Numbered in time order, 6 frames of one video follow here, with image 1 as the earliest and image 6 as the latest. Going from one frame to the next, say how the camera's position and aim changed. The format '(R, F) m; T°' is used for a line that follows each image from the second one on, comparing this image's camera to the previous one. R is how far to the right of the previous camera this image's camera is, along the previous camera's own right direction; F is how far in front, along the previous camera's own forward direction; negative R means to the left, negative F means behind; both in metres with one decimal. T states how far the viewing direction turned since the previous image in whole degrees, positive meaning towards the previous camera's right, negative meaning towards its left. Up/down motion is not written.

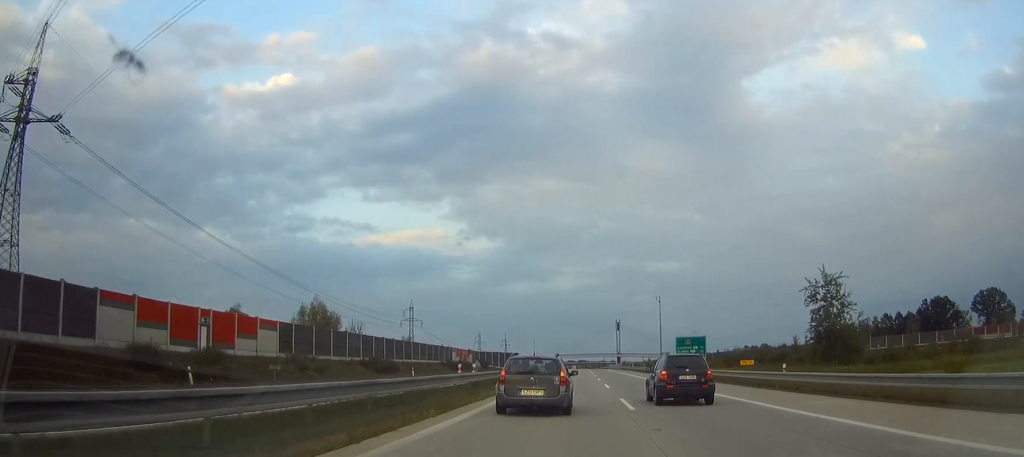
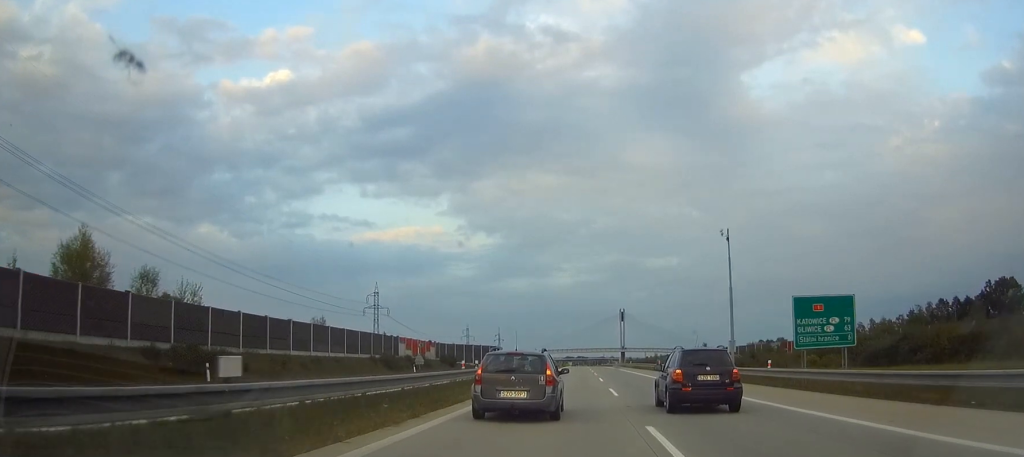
(0.0, +47.7) m; 0°
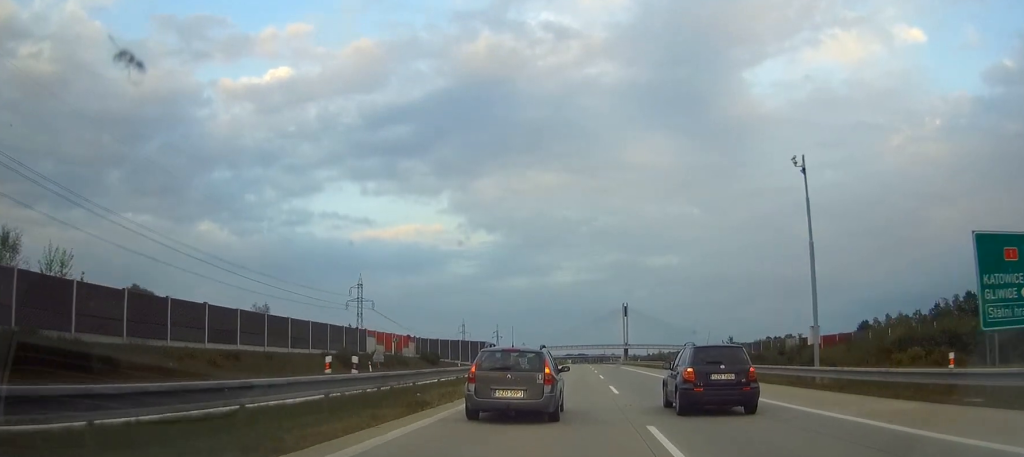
(0.0, +18.4) m; 0°
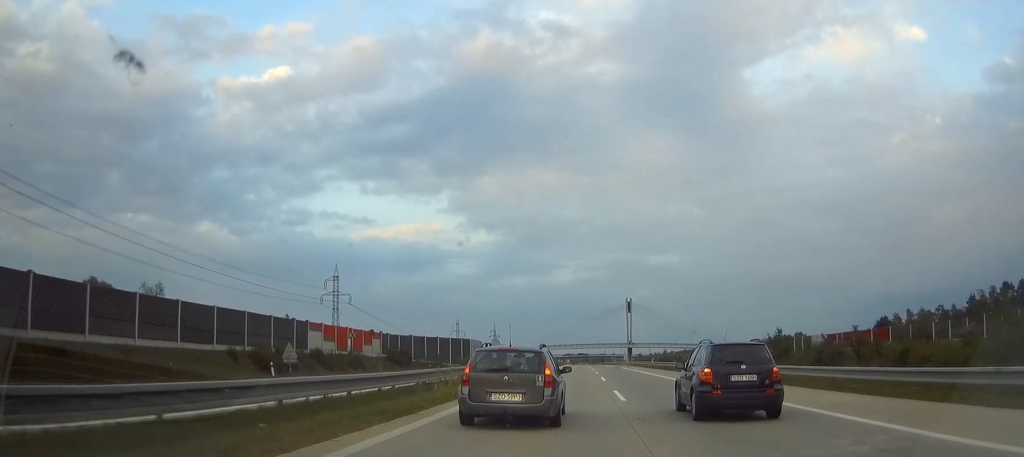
(0.0, +22.4) m; 0°
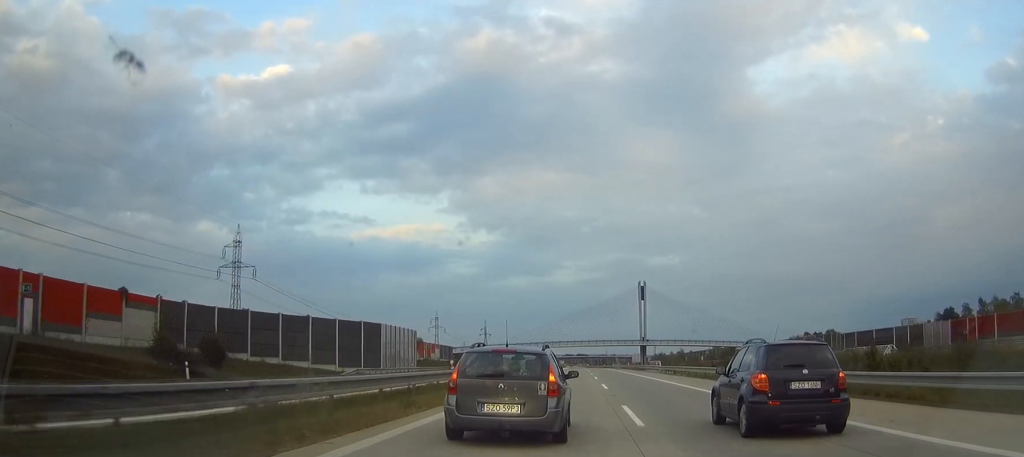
(0.0, +61.4) m; 0°
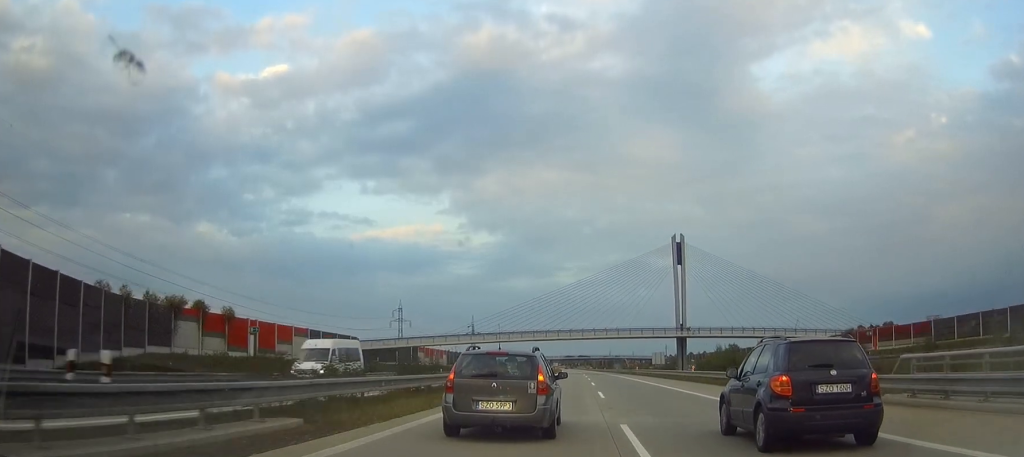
(0.0, +77.9) m; 0°
